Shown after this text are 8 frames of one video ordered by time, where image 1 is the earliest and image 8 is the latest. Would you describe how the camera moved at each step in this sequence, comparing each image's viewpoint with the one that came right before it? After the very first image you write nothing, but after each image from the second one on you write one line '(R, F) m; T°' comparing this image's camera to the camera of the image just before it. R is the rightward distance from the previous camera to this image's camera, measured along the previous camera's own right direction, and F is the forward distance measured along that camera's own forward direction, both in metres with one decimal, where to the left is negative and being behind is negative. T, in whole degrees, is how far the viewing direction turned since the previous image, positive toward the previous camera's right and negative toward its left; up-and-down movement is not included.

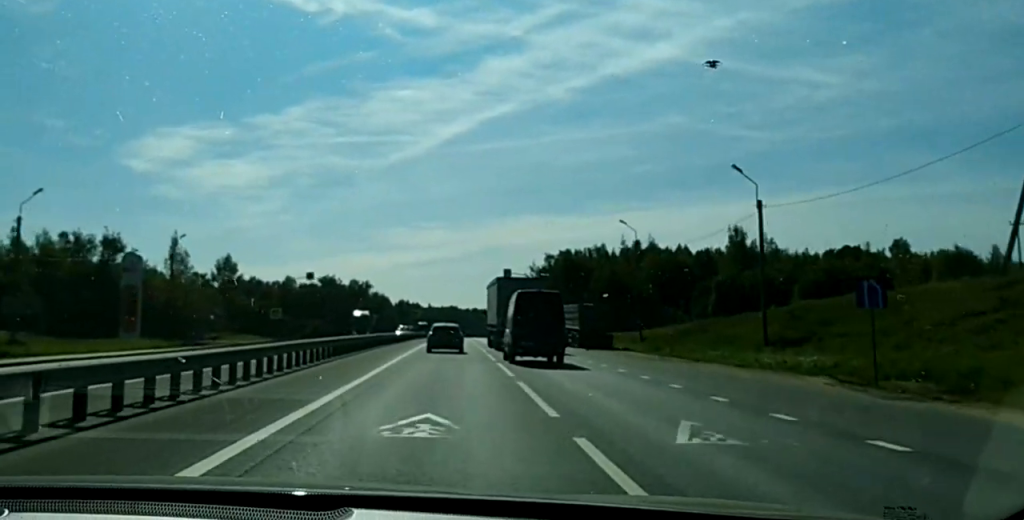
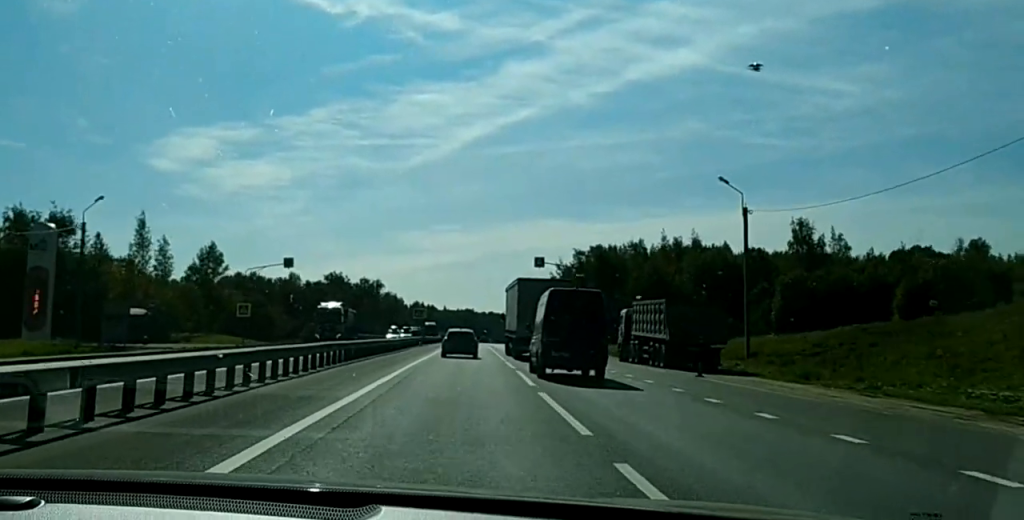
(-0.3, +24.6) m; -1°
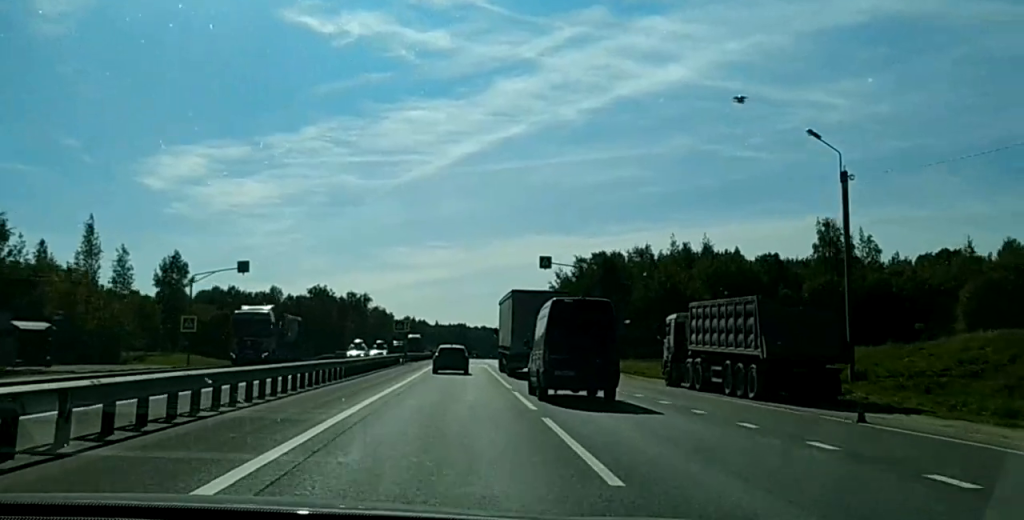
(-0.1, +15.0) m; 0°
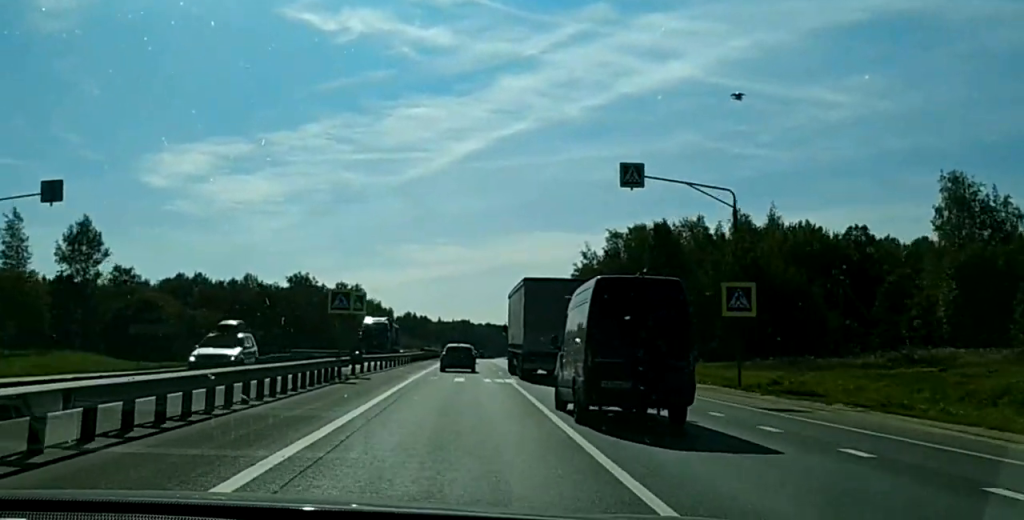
(0.0, +35.4) m; 0°
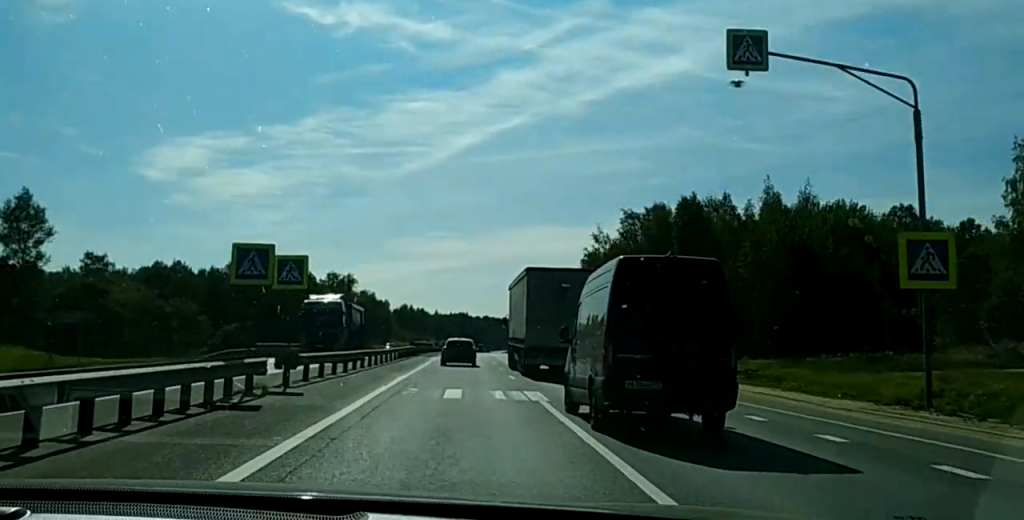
(0.0, +14.8) m; 0°
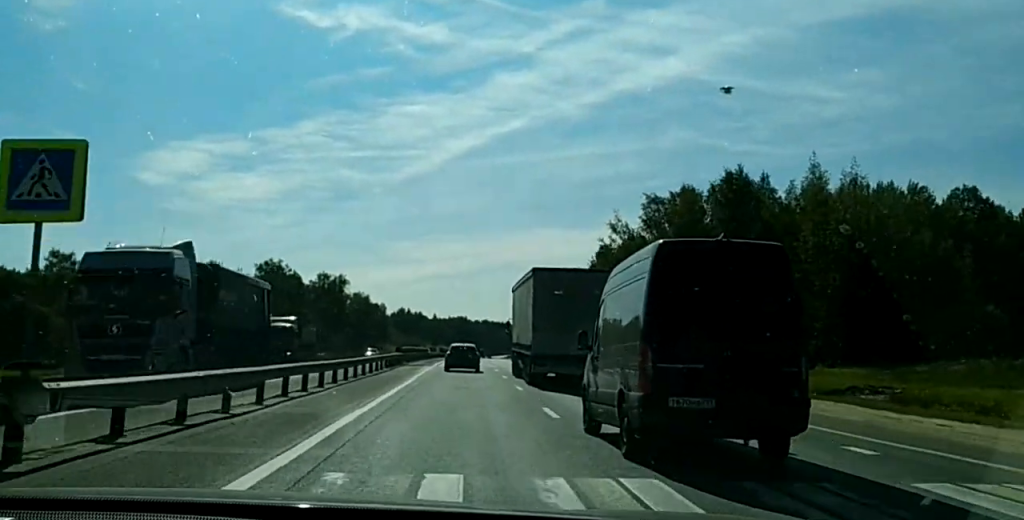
(0.0, +15.8) m; 0°
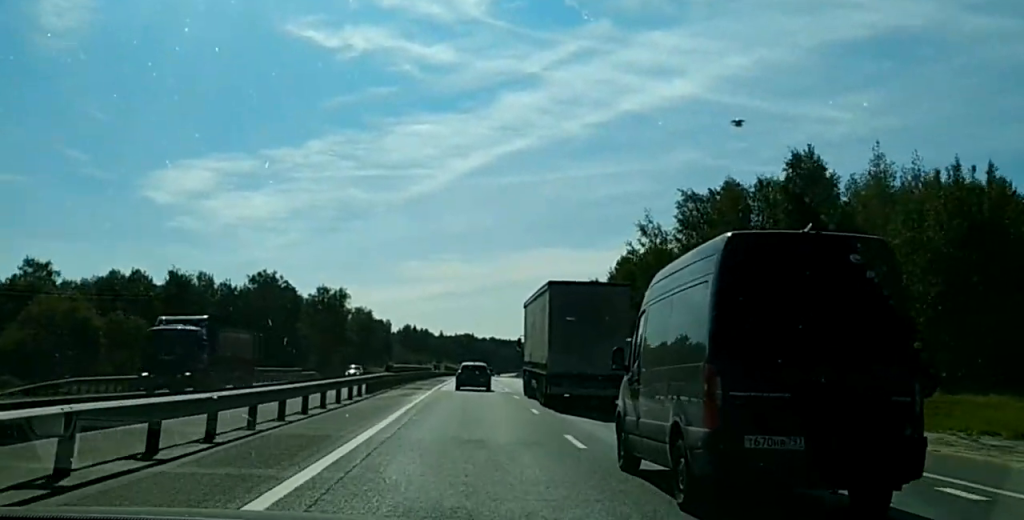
(0.0, +14.0) m; +1°
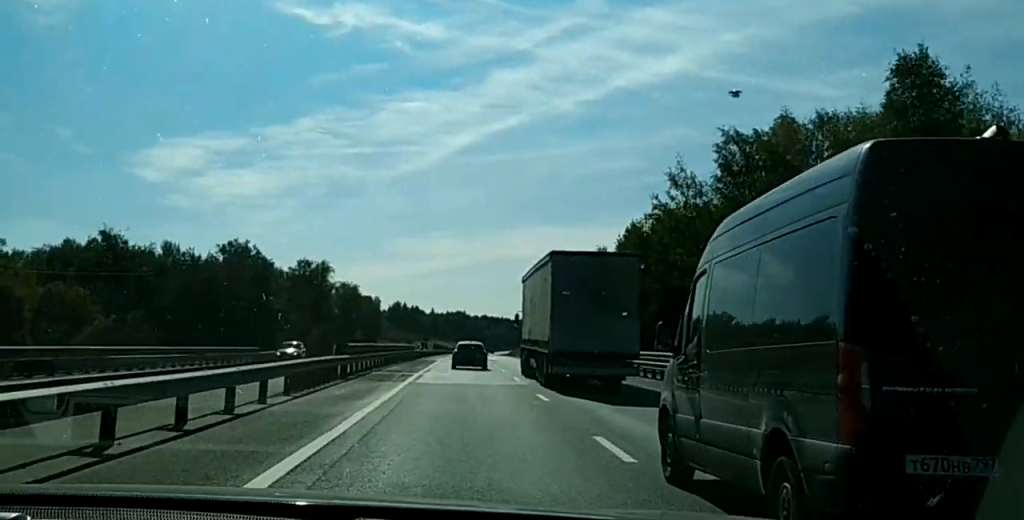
(0.0, +16.1) m; +1°
